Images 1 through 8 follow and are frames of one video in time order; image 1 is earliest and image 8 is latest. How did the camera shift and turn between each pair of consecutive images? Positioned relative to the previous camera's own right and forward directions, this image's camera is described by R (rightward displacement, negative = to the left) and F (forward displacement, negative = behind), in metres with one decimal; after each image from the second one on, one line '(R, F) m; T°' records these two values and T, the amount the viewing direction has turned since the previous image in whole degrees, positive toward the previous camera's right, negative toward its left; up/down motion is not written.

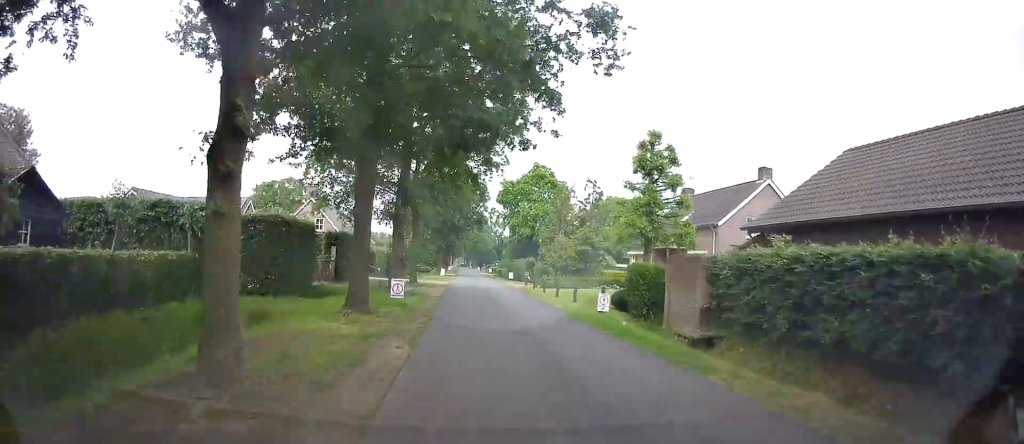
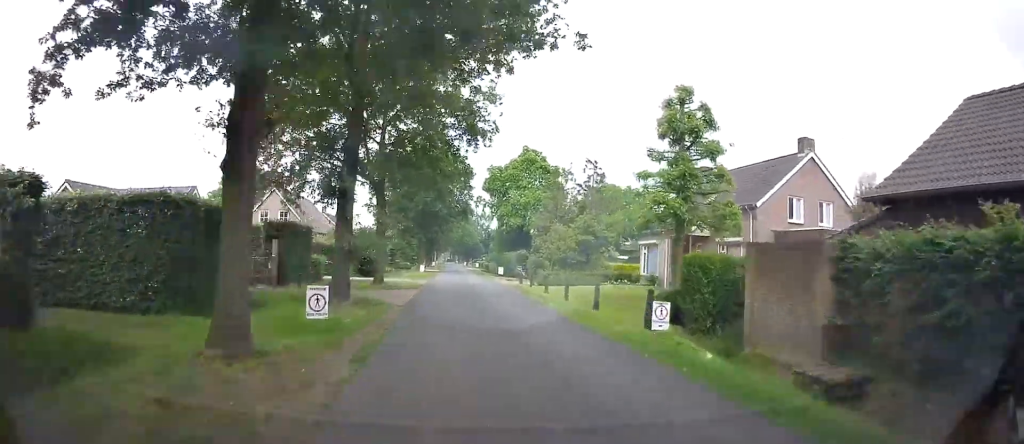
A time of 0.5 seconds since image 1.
(0.0, +5.4) m; +1°
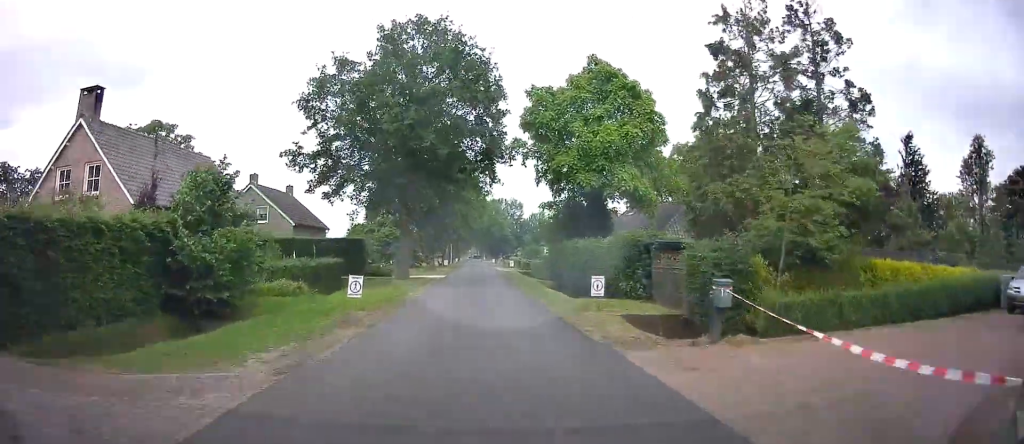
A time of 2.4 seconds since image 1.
(+0.3, +28.4) m; +1°
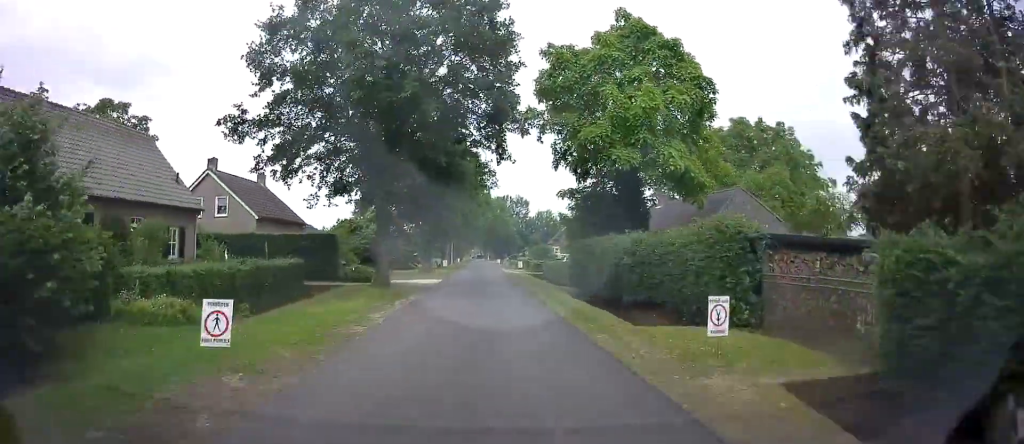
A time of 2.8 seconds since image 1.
(+0.1, +7.1) m; -1°
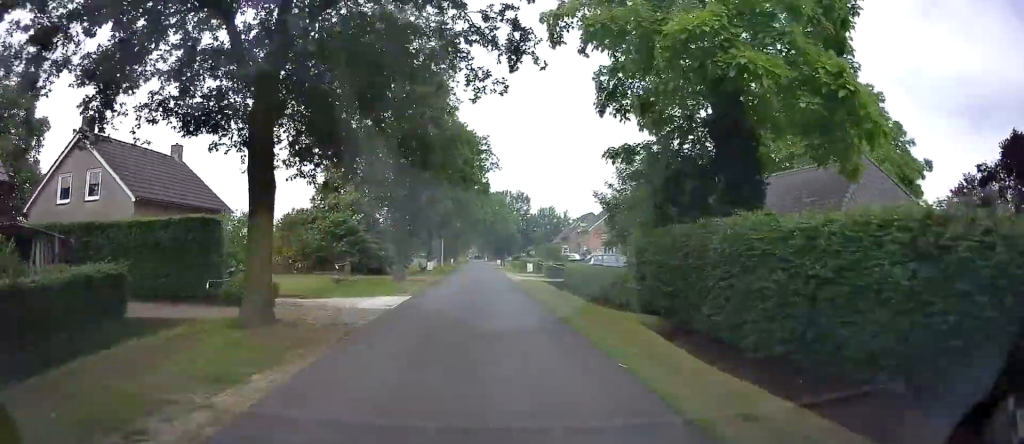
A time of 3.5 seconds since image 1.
(-0.1, +12.4) m; -1°
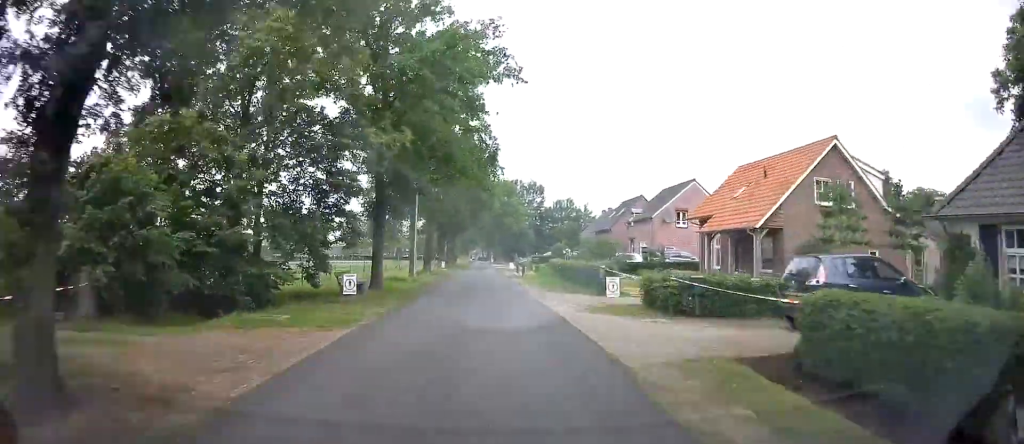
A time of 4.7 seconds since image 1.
(-0.5, +23.0) m; -1°
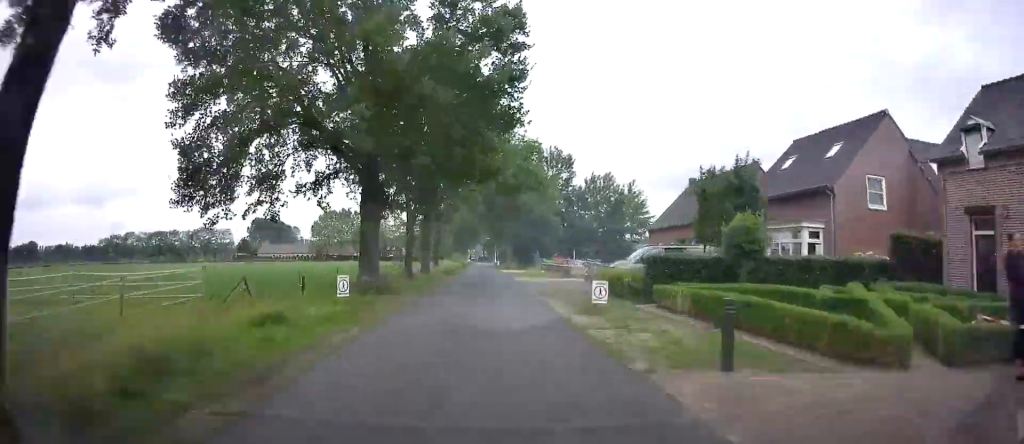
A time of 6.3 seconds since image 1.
(+0.1, +35.9) m; +1°
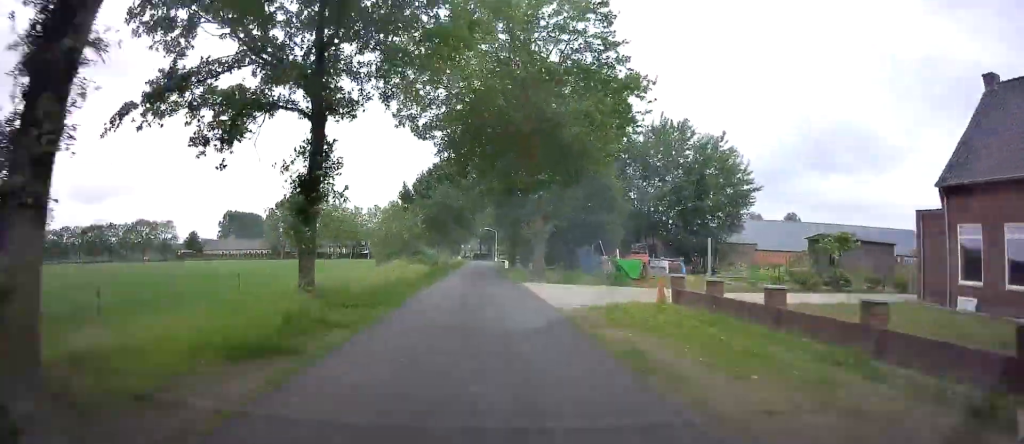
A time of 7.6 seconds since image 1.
(+0.5, +35.7) m; +1°
